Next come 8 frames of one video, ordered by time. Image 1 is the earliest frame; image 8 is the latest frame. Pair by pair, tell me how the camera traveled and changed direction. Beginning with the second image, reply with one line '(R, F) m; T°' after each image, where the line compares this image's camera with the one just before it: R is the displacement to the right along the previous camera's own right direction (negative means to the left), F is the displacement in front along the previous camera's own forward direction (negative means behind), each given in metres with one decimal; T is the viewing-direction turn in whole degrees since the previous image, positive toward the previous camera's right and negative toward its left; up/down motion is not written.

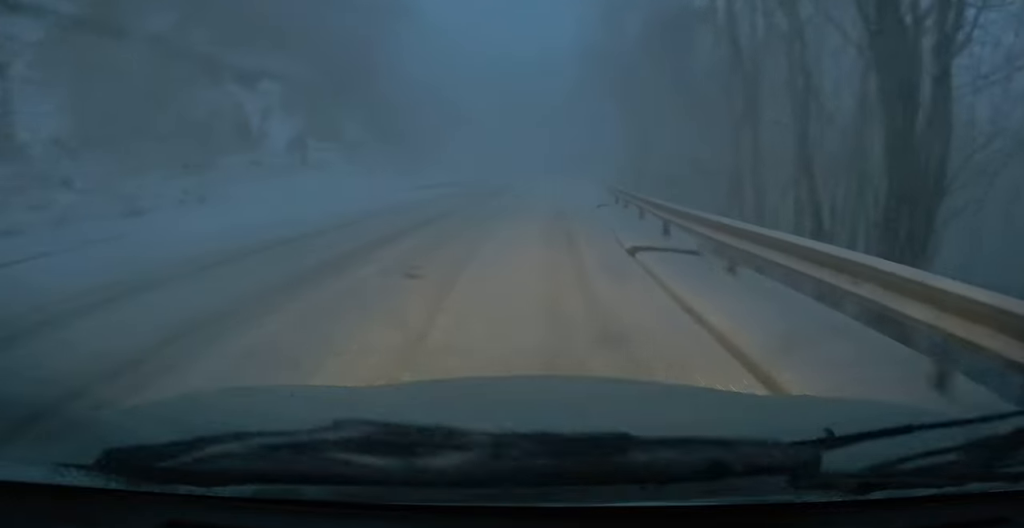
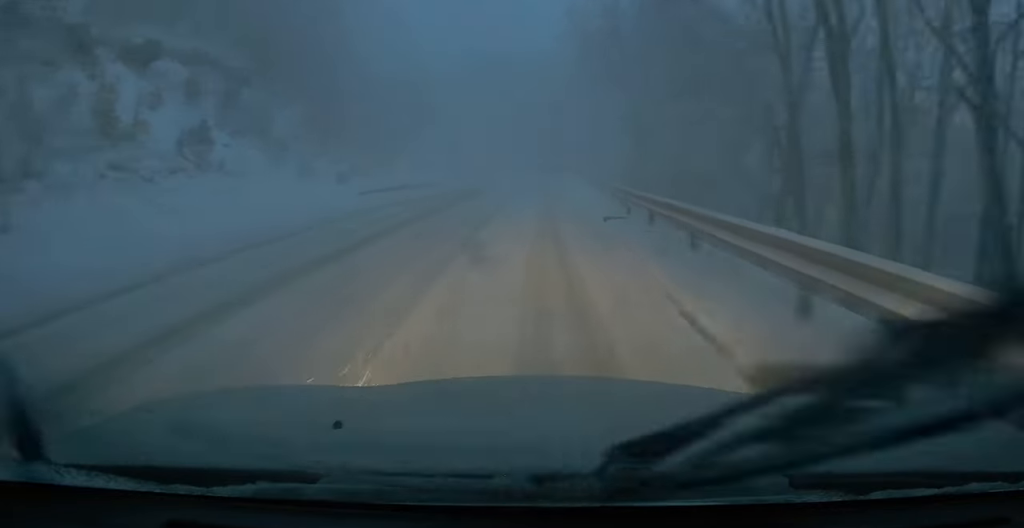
(0.0, +6.1) m; +1°
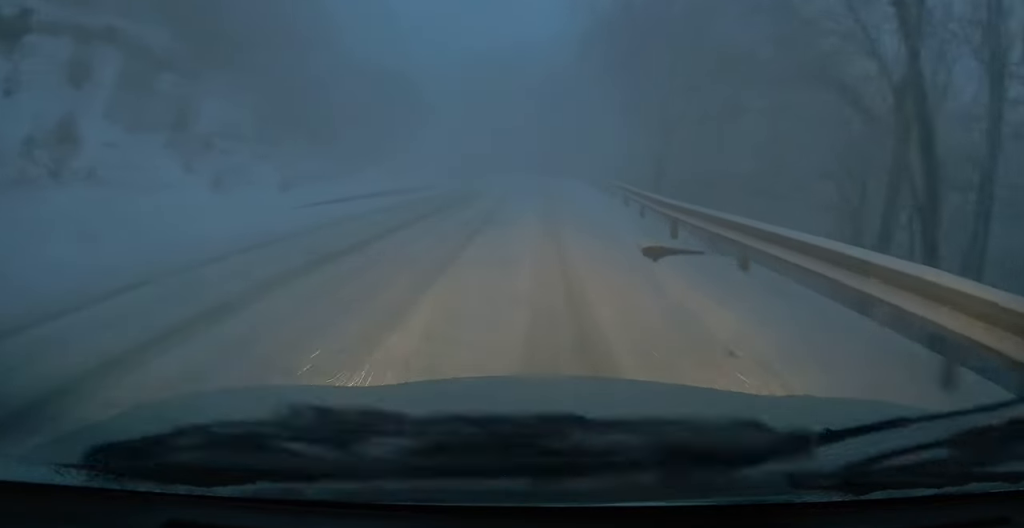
(0.0, +5.5) m; +1°
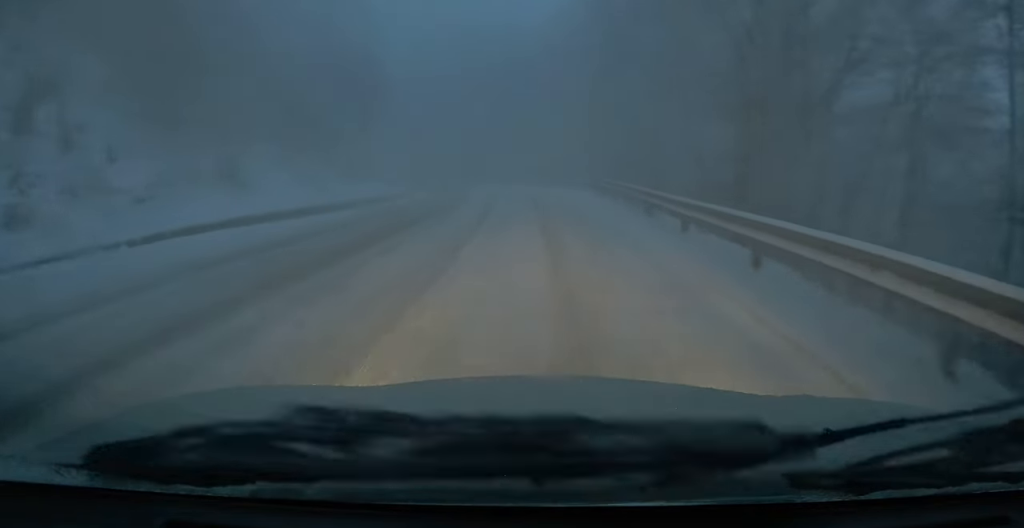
(+0.3, +11.4) m; +3°
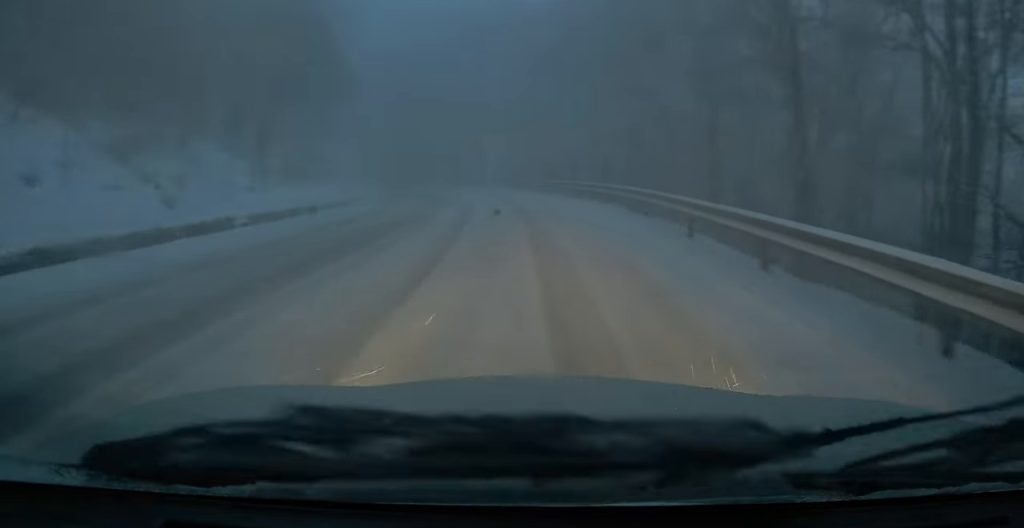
(+0.2, +11.7) m; +1°
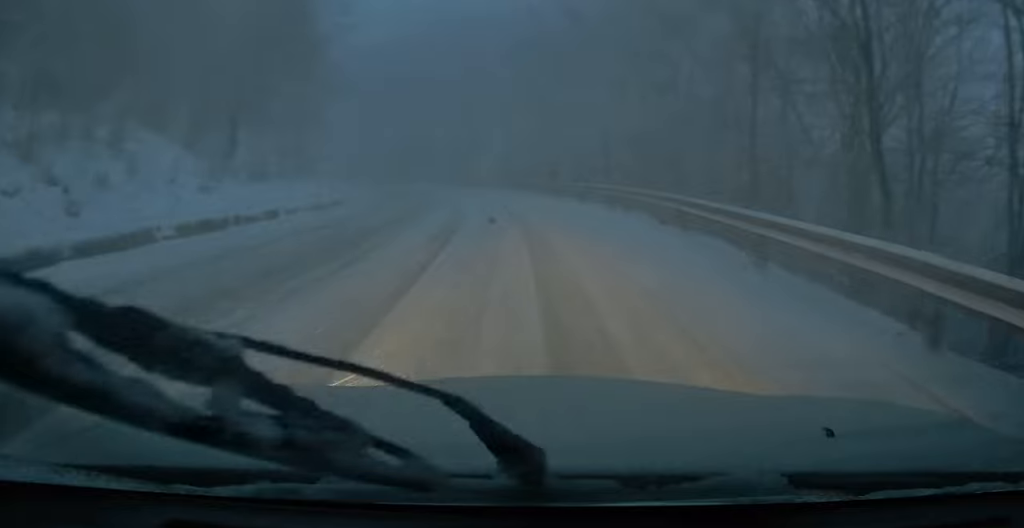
(0.0, +3.9) m; 0°
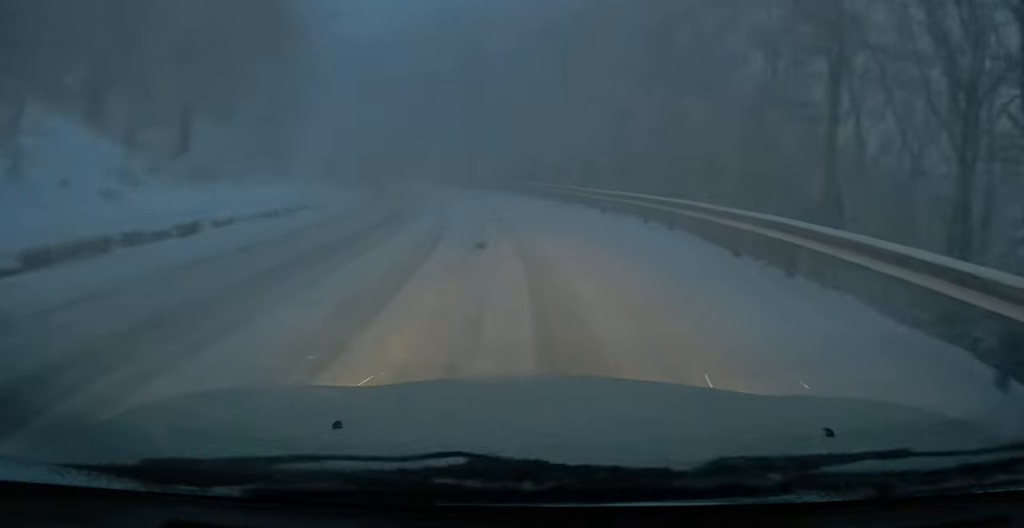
(0.0, +5.1) m; -1°
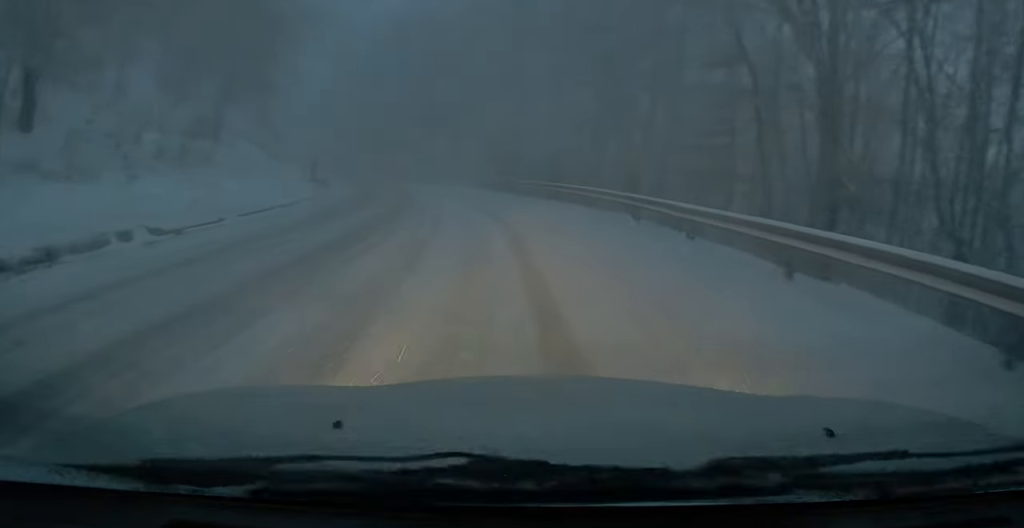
(-0.2, +12.4) m; -3°
